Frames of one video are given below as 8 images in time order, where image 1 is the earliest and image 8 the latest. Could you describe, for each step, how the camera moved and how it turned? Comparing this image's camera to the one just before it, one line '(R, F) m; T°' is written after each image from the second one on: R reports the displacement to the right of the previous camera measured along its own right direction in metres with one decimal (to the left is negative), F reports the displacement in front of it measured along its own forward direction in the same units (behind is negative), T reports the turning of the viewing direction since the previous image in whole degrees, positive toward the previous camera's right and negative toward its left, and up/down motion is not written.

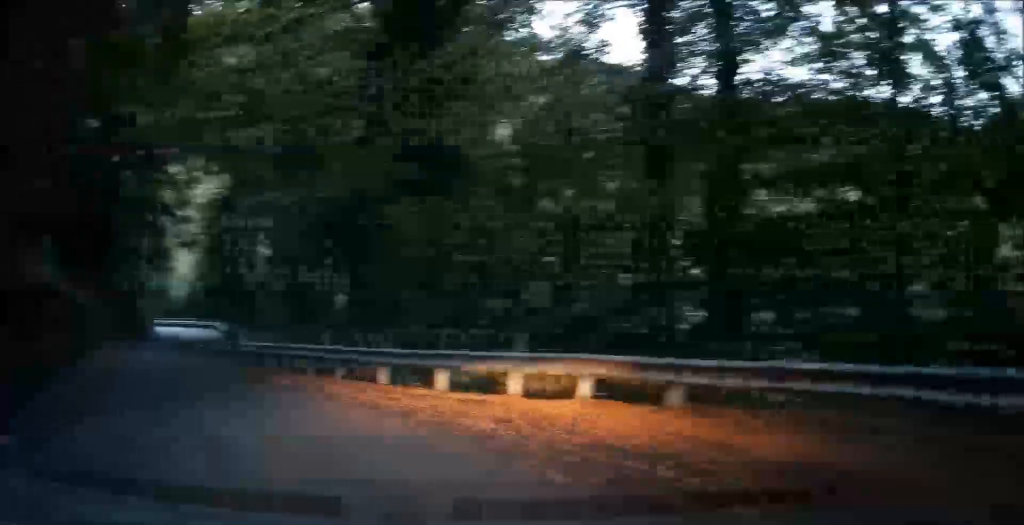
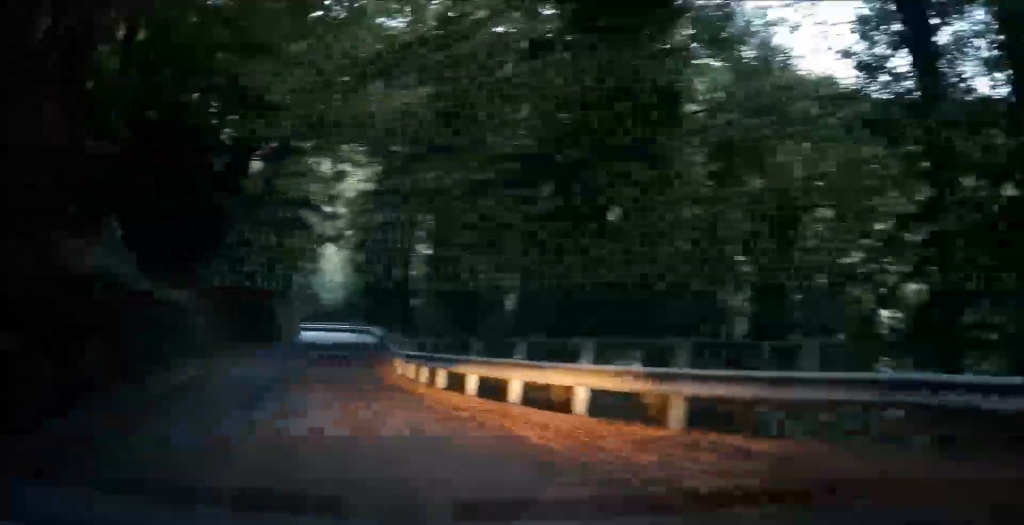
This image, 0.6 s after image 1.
(+0.2, +3.7) m; -12°
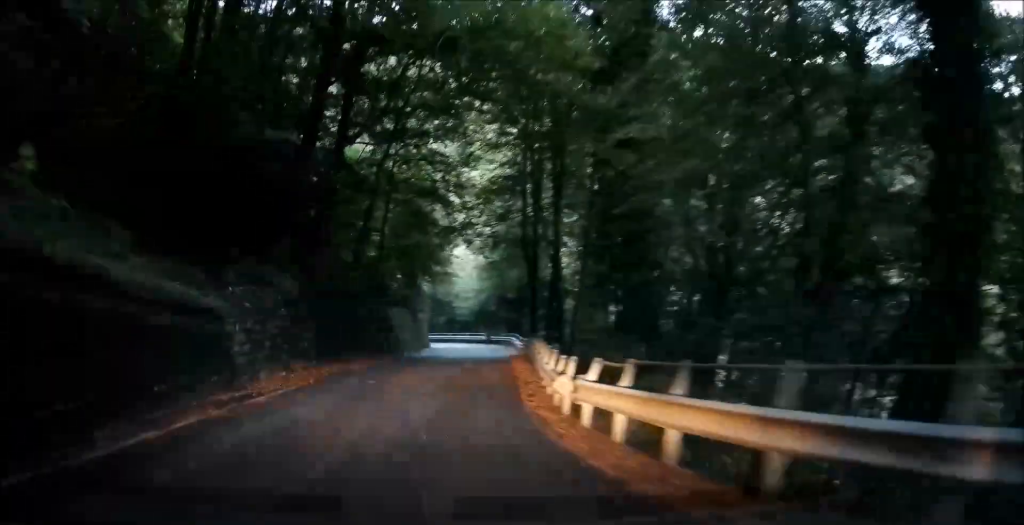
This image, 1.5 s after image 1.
(-1.8, +5.8) m; -16°
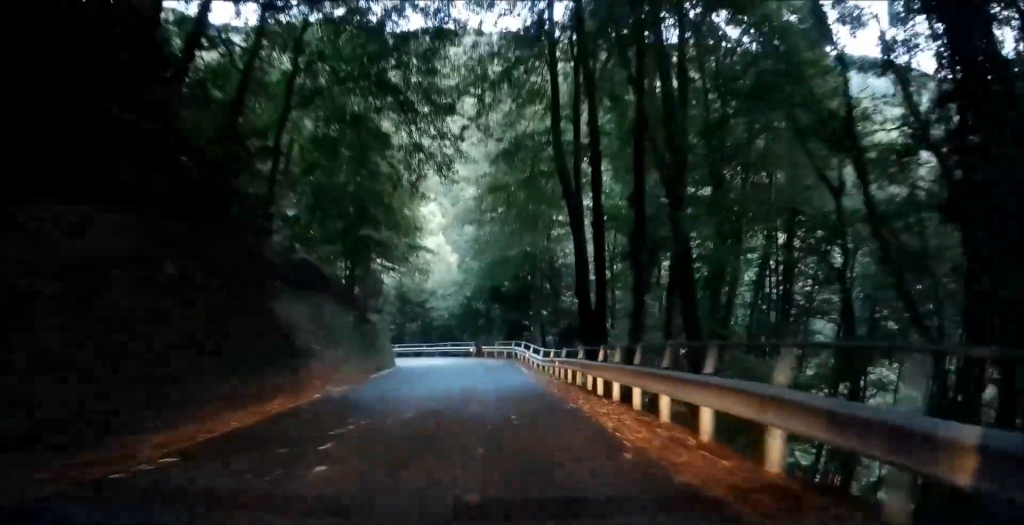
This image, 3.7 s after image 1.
(-0.1, +15.5) m; -6°
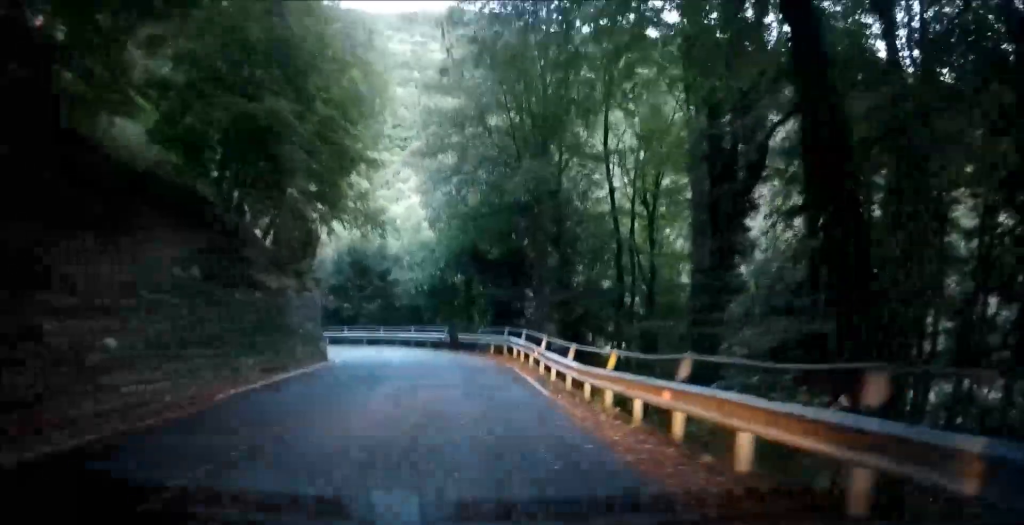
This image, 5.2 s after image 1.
(-1.1, +12.5) m; -8°
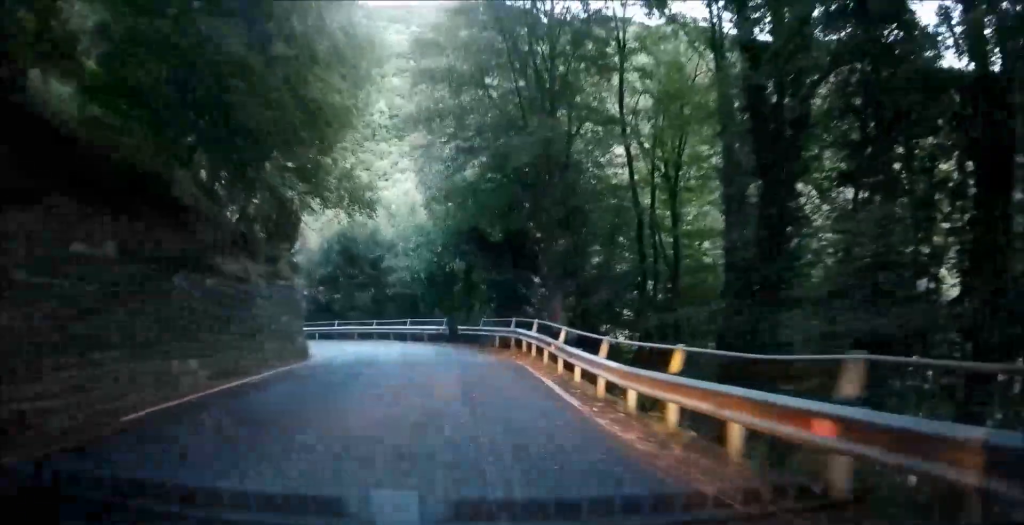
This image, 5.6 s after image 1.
(0.0, +3.3) m; -2°
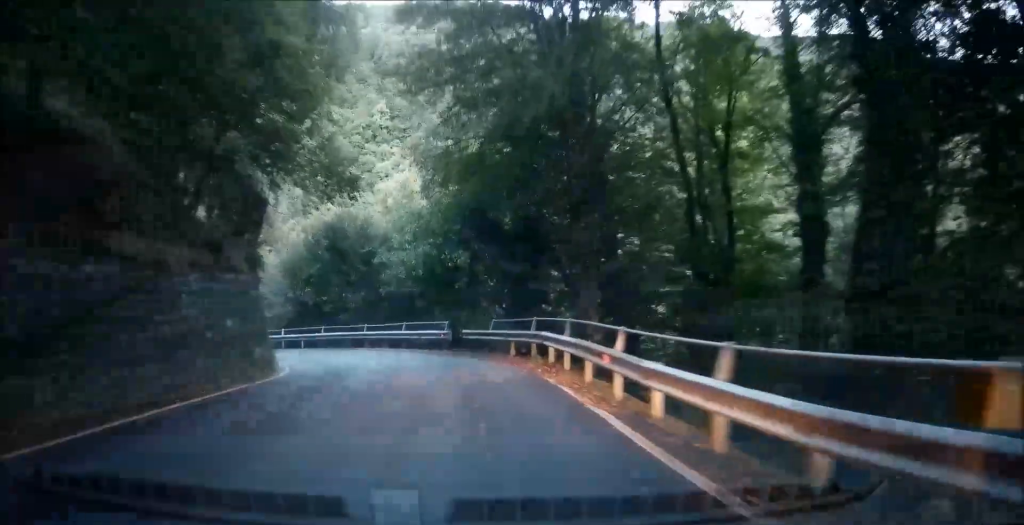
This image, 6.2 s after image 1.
(-0.2, +5.0) m; -5°
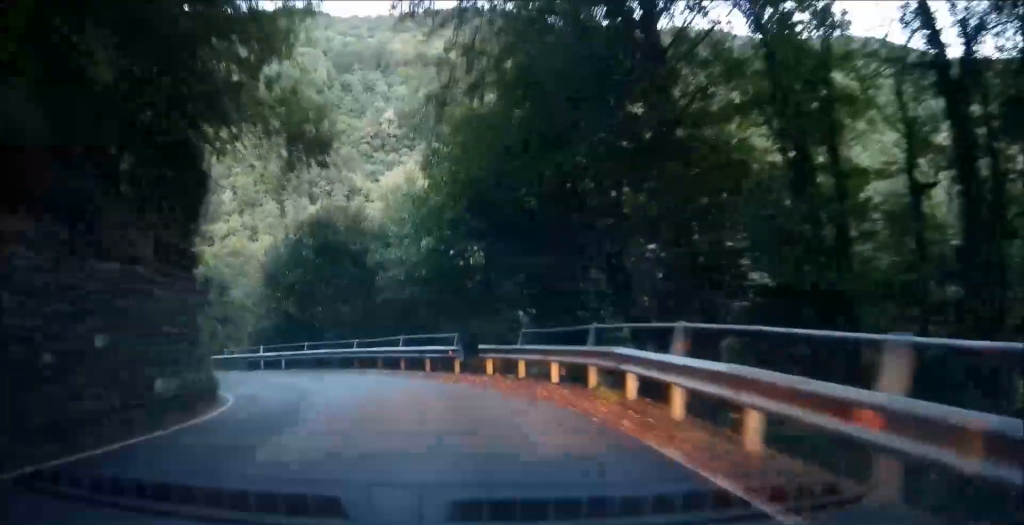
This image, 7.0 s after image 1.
(-0.4, +6.0) m; -5°
